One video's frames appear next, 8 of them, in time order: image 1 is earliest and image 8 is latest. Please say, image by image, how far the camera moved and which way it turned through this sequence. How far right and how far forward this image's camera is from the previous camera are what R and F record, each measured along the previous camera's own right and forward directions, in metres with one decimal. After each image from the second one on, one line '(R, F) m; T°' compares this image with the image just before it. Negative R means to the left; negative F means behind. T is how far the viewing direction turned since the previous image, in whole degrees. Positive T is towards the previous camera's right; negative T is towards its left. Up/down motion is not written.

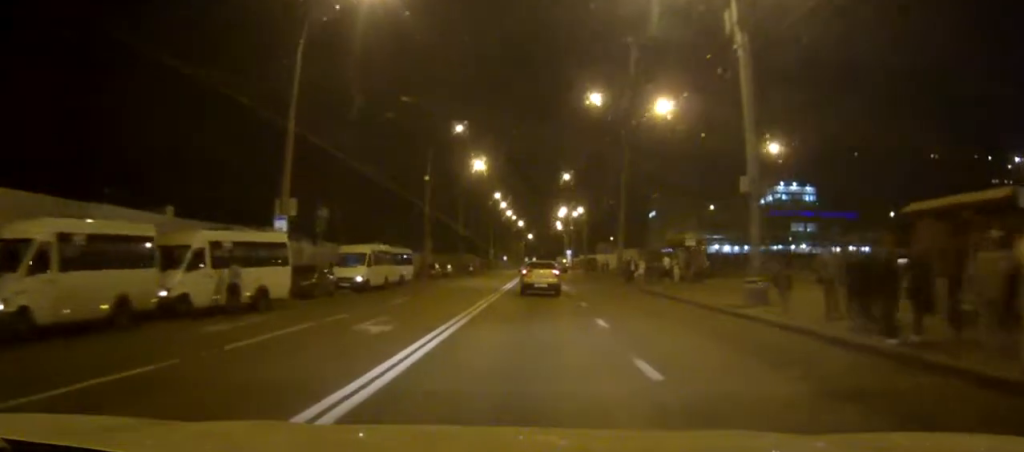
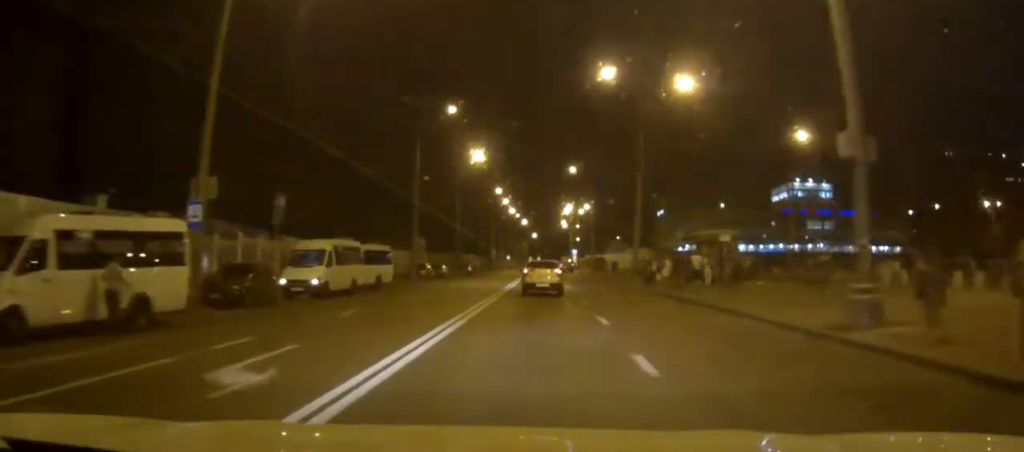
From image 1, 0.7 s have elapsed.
(0.0, +7.8) m; 0°
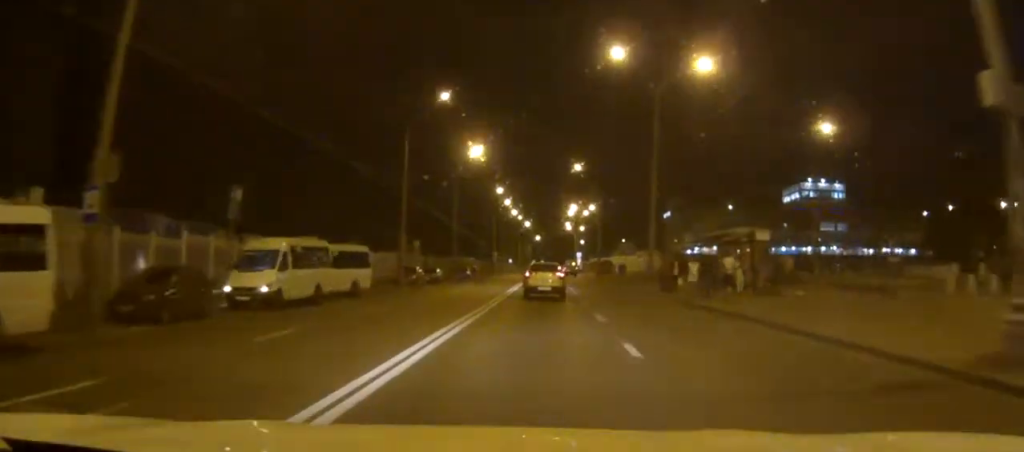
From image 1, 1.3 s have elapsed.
(0.0, +5.8) m; 0°
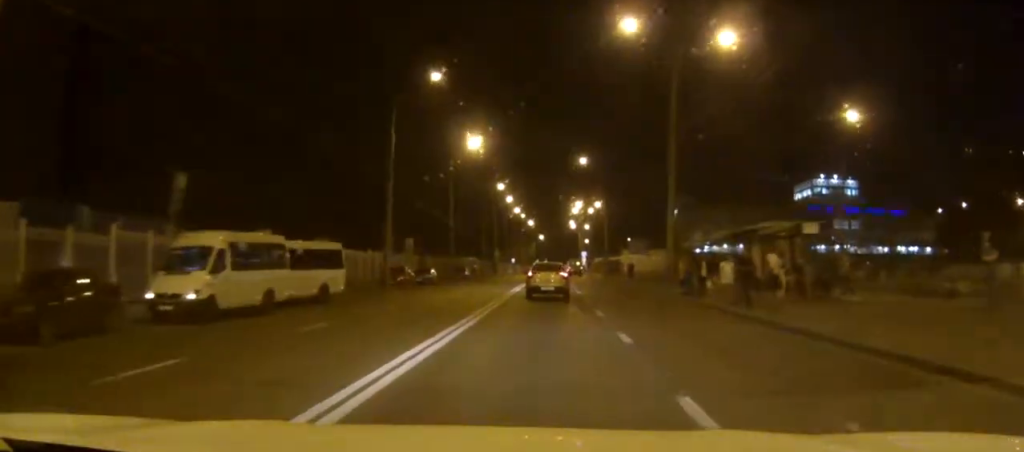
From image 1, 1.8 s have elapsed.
(0.0, +5.5) m; 0°
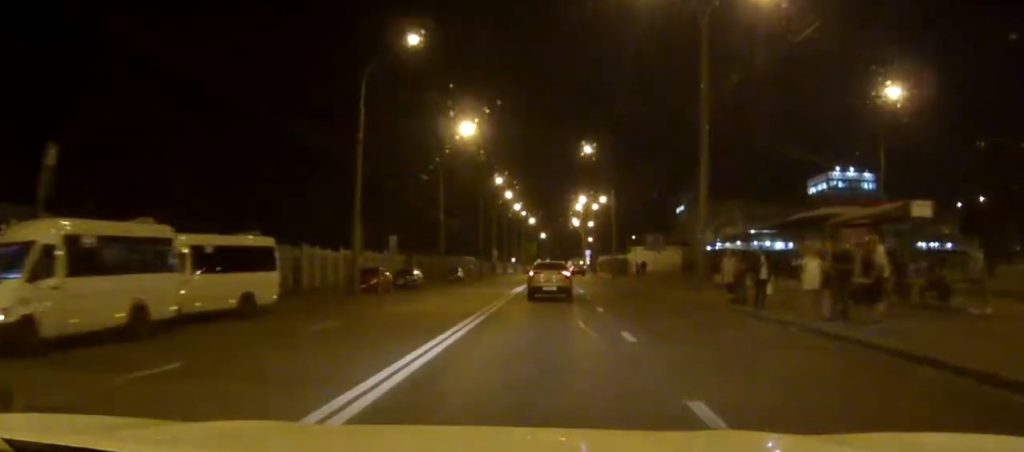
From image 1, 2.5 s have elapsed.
(0.0, +8.1) m; 0°
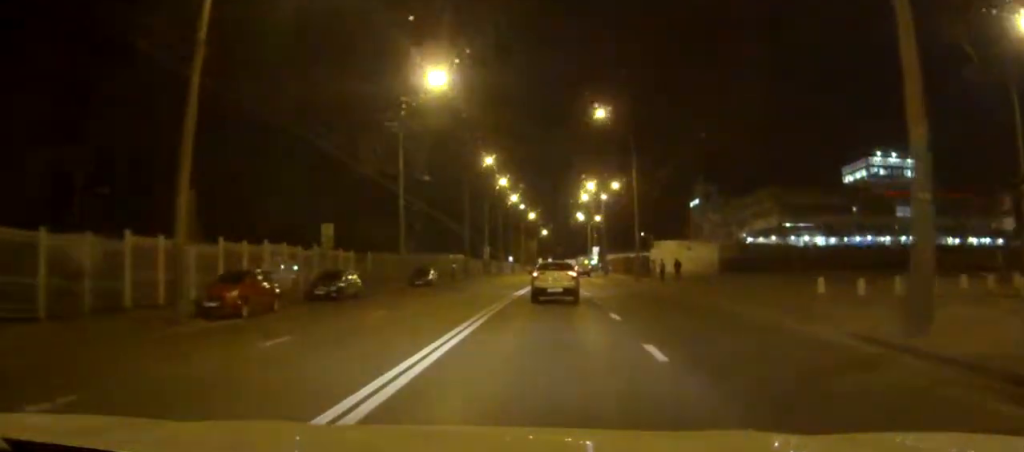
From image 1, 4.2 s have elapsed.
(0.0, +18.8) m; 0°
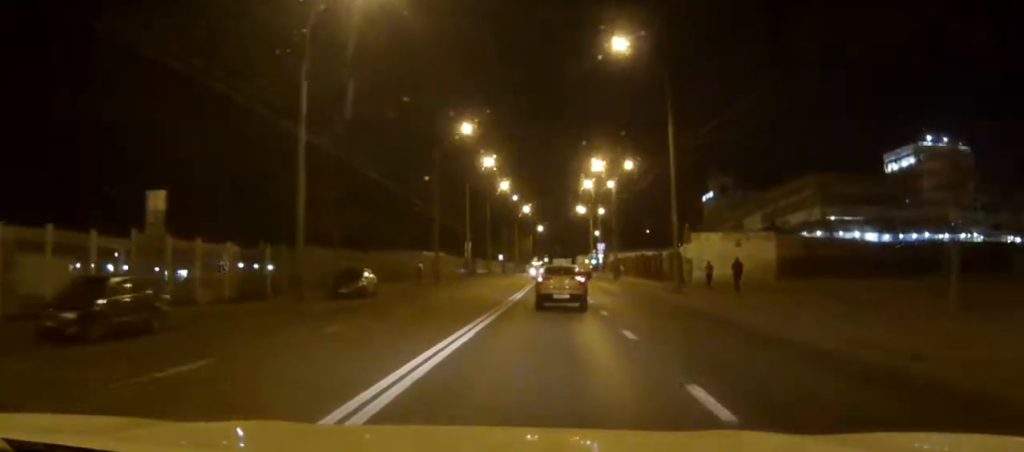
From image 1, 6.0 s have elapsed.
(+0.1, +19.7) m; 0°
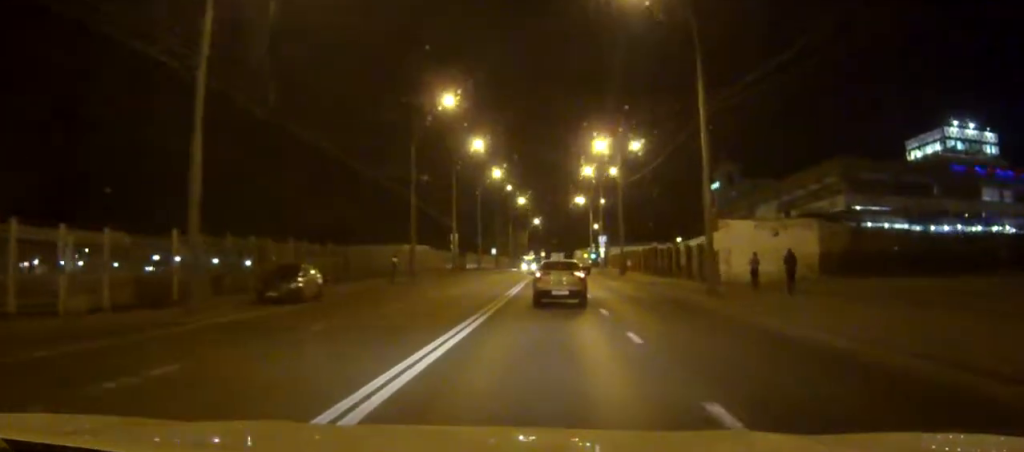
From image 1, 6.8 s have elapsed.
(0.0, +9.1) m; 0°
